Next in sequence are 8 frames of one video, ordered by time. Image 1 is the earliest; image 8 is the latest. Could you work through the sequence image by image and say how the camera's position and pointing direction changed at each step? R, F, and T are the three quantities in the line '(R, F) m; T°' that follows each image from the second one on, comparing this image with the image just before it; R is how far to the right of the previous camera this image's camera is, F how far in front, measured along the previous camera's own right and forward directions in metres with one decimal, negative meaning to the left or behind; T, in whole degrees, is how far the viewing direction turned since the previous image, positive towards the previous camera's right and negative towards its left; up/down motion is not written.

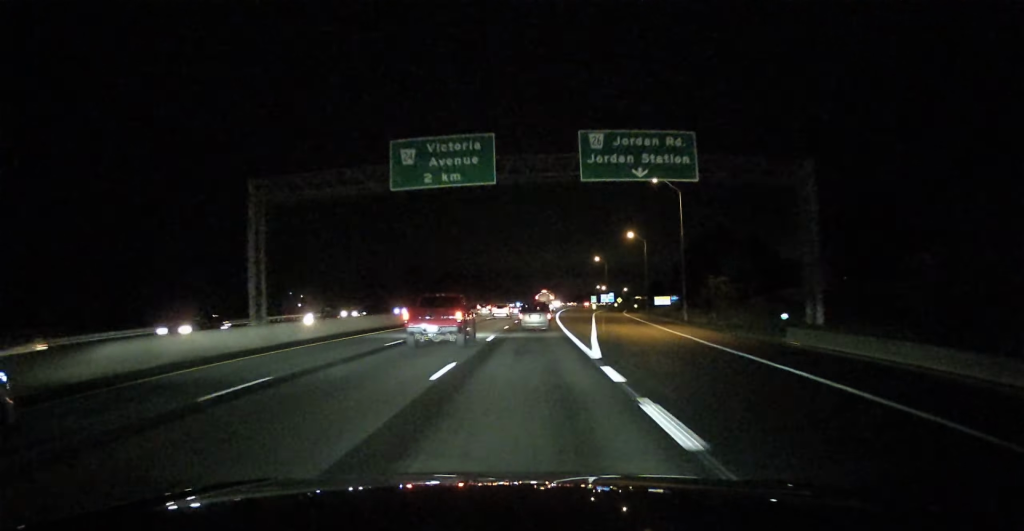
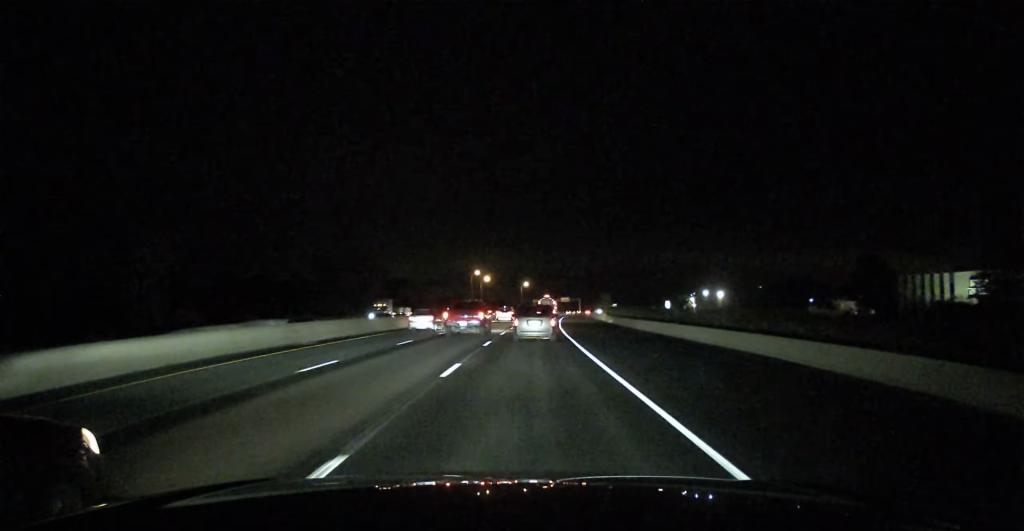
(+24.1, +258.7) m; +10°
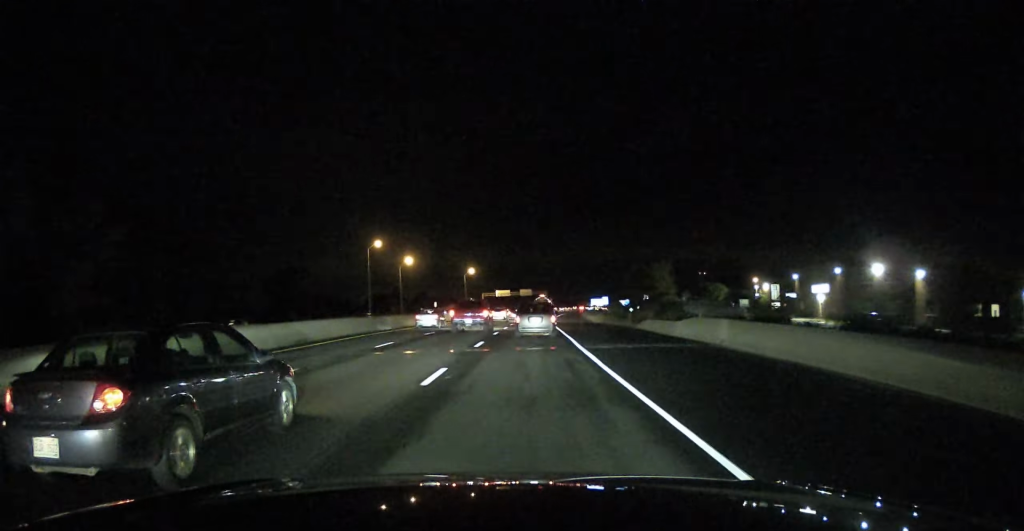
(+3.0, +92.5) m; +3°
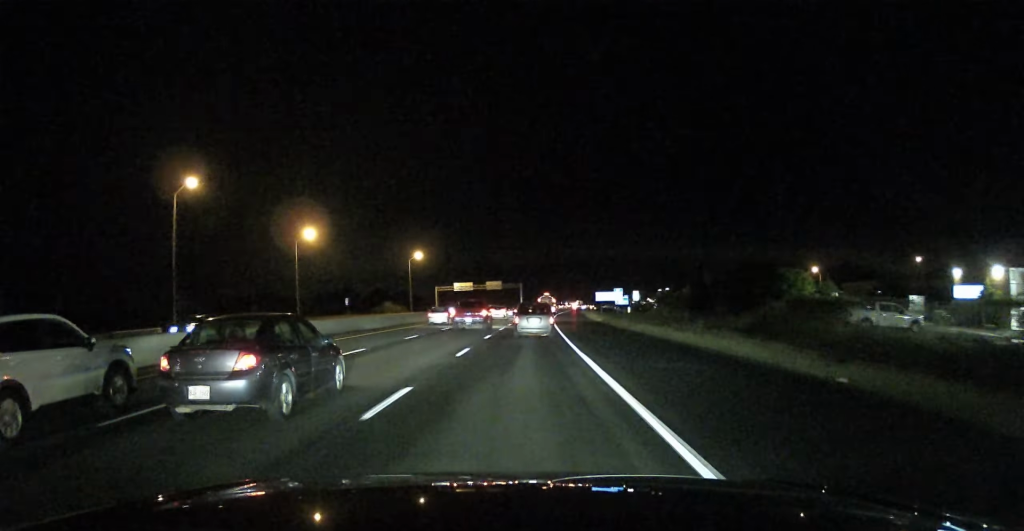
(+1.3, +66.9) m; +2°
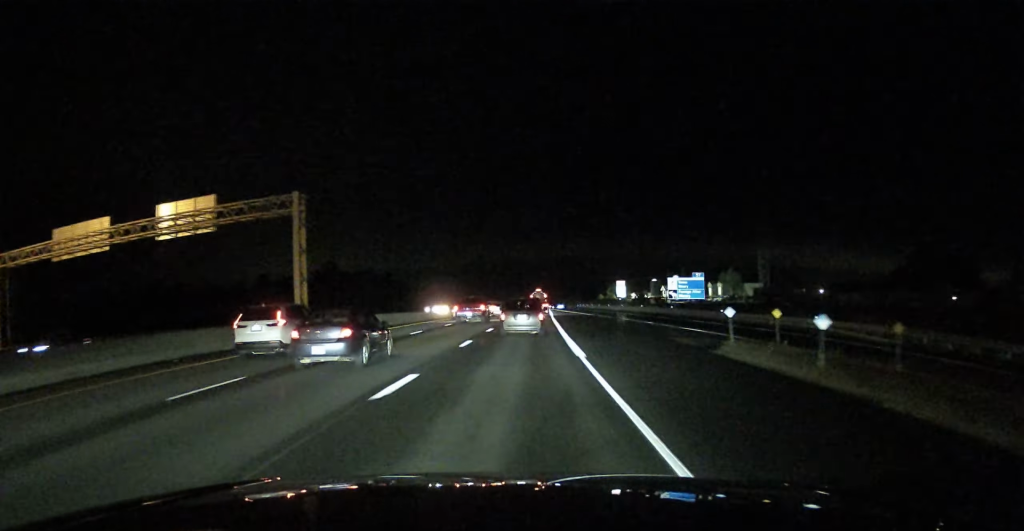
(+6.0, +160.6) m; +3°
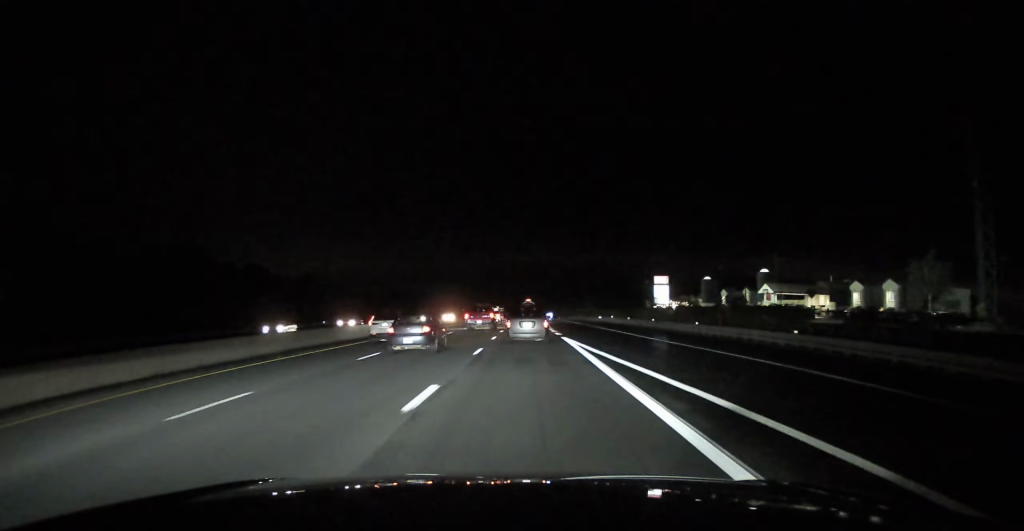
(+1.7, +116.6) m; +1°
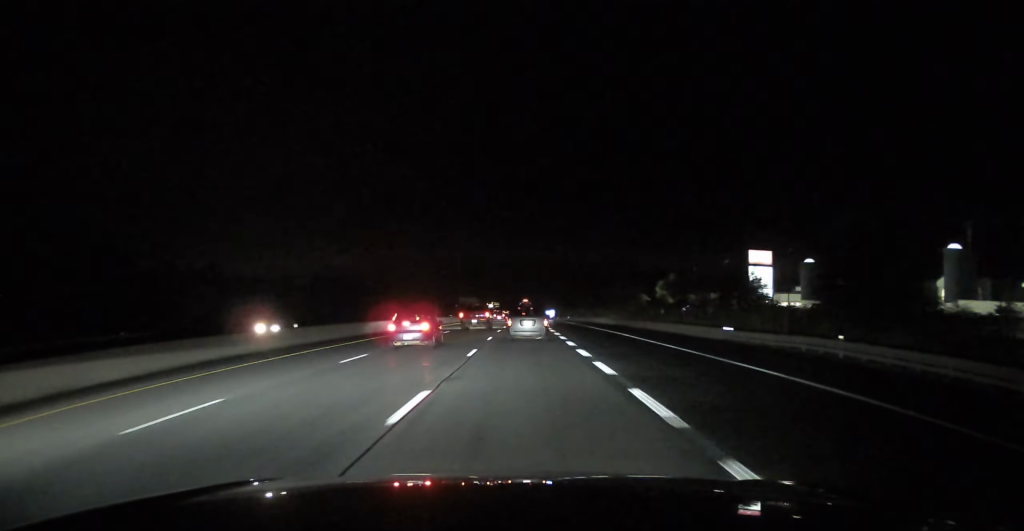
(+0.3, +71.9) m; 0°
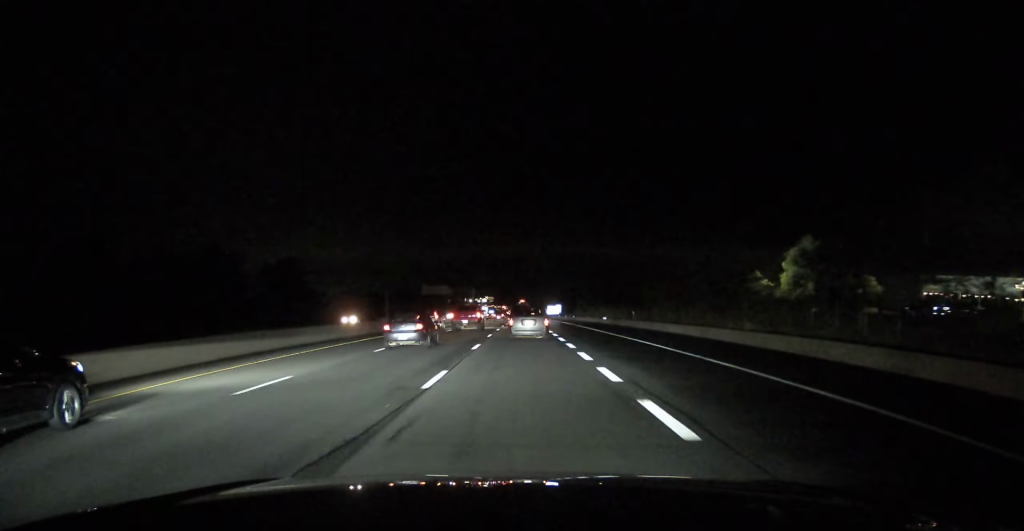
(+0.2, +91.7) m; 0°
